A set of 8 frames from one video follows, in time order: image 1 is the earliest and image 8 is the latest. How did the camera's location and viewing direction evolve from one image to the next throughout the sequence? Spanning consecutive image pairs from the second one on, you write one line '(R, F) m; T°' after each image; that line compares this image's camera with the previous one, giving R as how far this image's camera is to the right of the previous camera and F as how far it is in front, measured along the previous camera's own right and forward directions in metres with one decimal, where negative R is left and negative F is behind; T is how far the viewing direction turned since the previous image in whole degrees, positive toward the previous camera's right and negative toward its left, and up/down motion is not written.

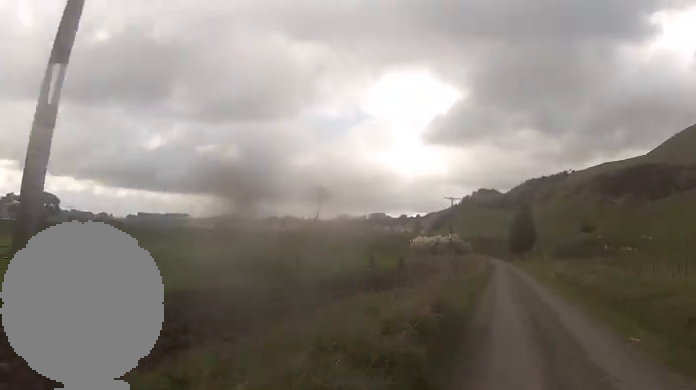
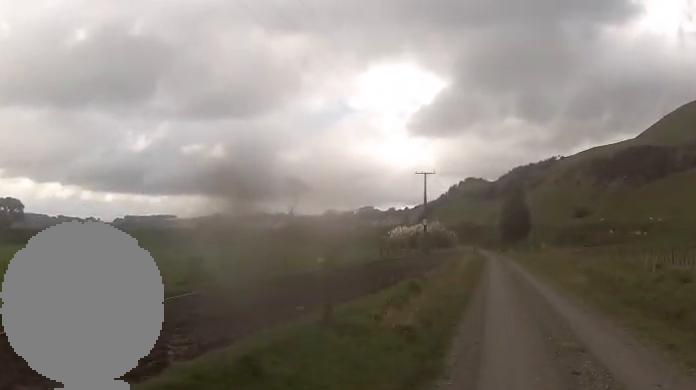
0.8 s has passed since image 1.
(-0.7, +15.3) m; +1°
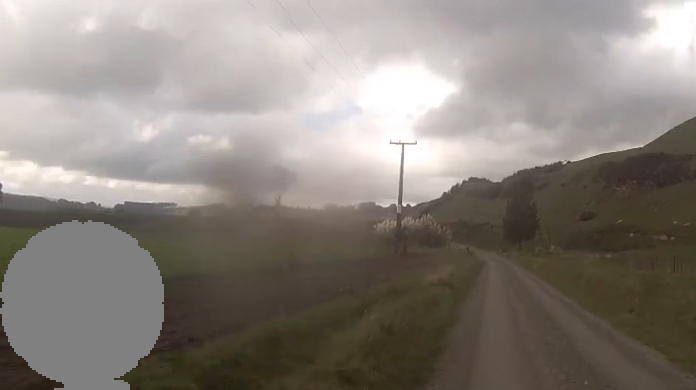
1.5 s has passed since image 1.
(+0.6, +14.8) m; +1°
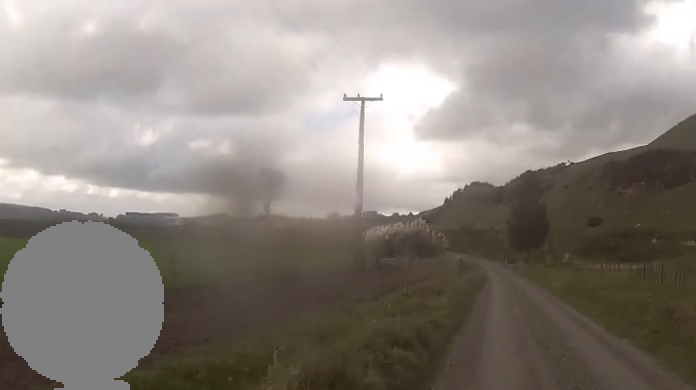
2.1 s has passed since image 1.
(+0.4, +11.3) m; 0°
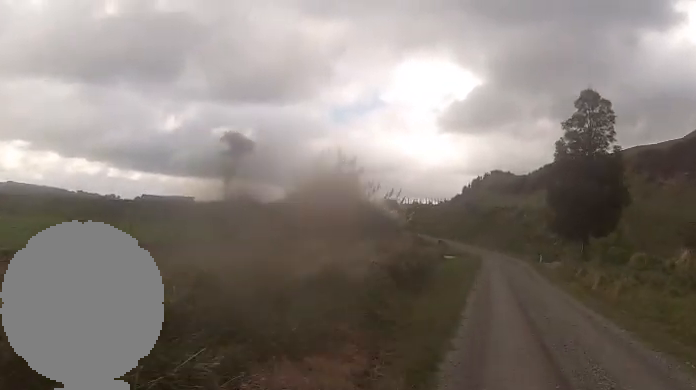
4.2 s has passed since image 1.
(-2.1, +35.4) m; -6°
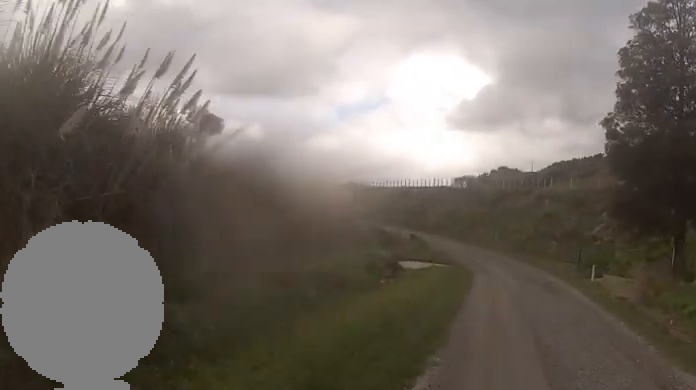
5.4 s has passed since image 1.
(-0.1, +18.8) m; +1°
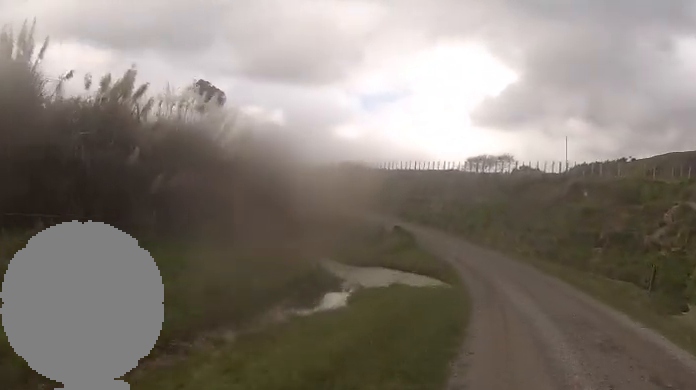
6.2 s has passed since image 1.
(+0.5, +10.4) m; -3°
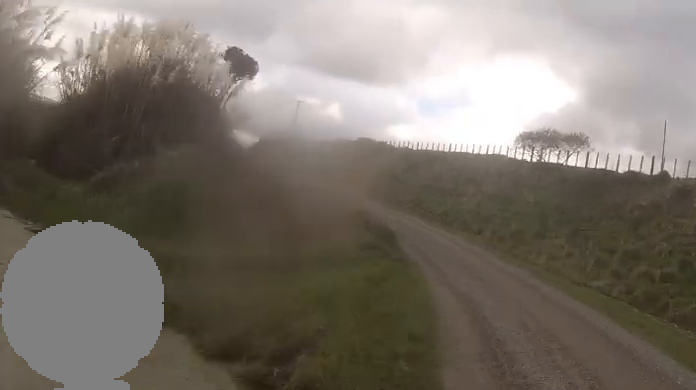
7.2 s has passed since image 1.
(-1.4, +13.1) m; -14°
